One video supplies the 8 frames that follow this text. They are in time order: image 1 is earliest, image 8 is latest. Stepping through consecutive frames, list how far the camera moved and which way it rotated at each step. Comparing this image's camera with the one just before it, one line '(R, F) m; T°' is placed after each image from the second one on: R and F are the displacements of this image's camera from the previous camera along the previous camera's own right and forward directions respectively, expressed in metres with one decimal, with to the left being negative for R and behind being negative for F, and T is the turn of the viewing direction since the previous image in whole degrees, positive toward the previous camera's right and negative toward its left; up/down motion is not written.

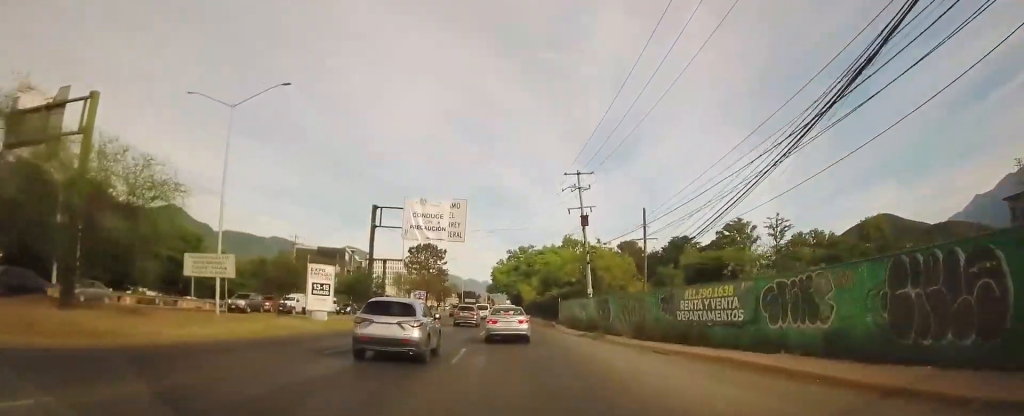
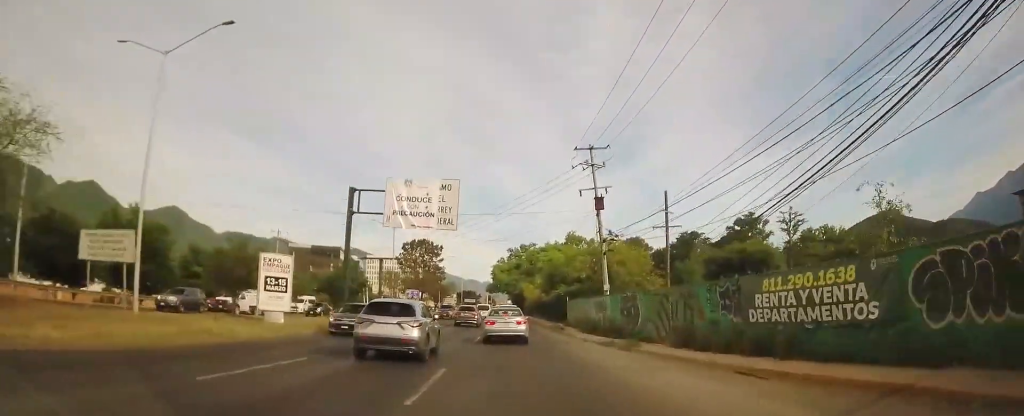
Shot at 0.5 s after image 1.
(+0.1, +6.1) m; 0°
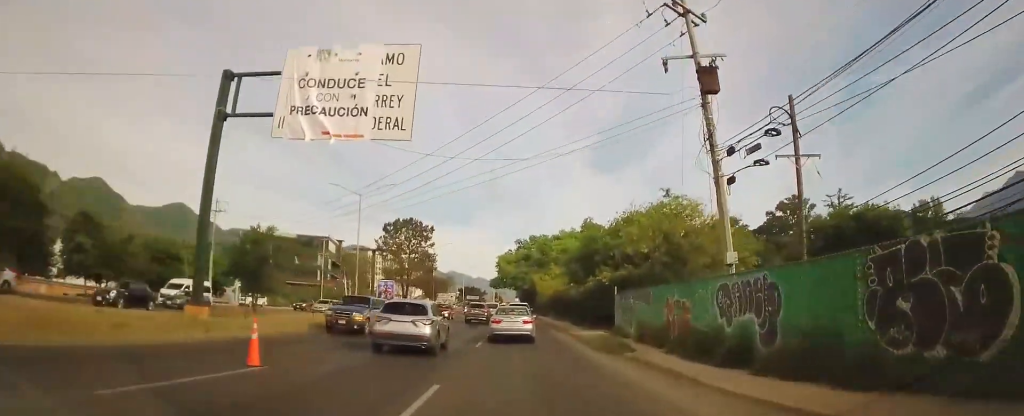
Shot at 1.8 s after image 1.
(0.0, +17.4) m; 0°
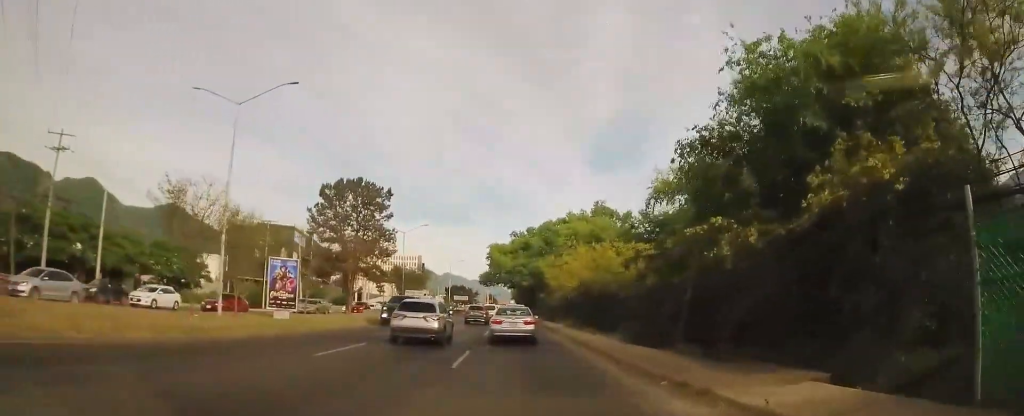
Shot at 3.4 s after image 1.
(+0.3, +21.6) m; +1°
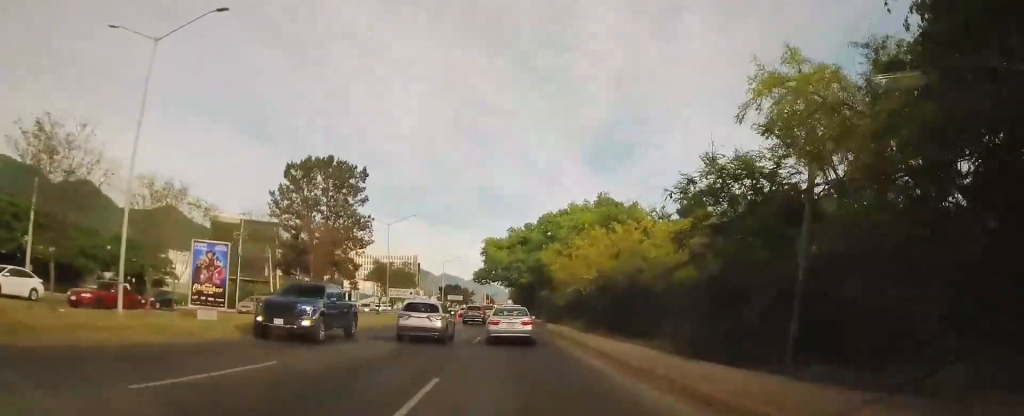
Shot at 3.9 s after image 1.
(+0.1, +7.0) m; -2°
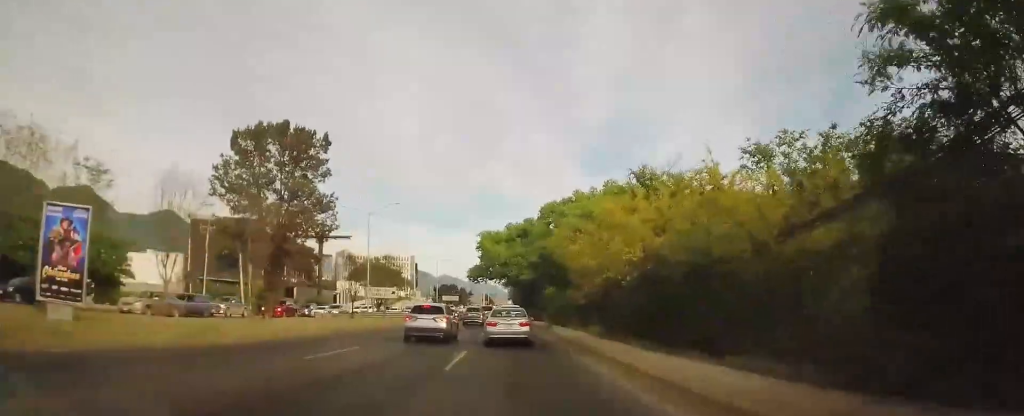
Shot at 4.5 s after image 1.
(-0.2, +7.9) m; -1°
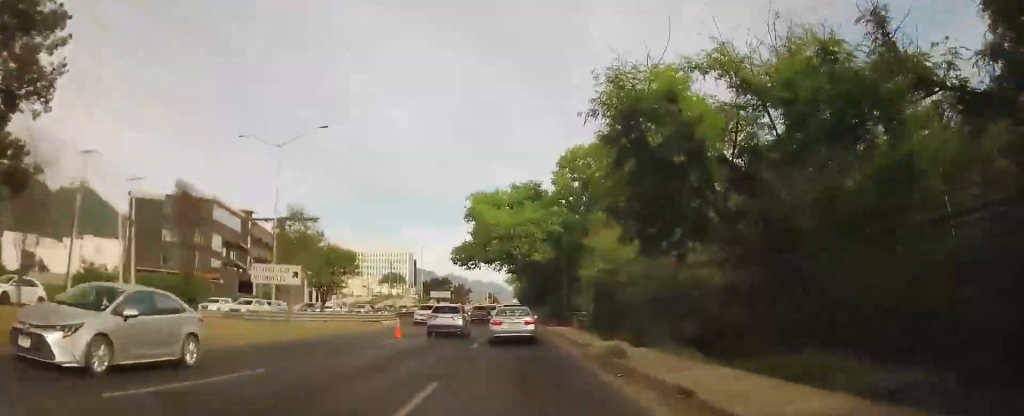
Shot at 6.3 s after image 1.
(+0.3, +22.0) m; +1°
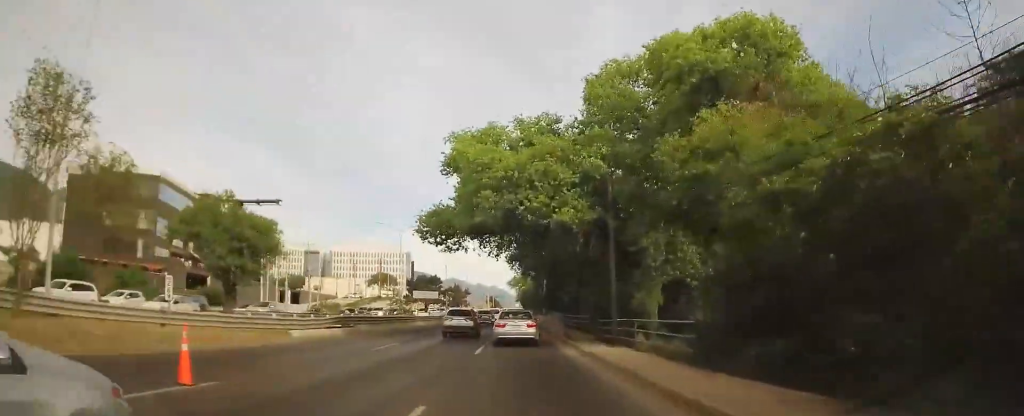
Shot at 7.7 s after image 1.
(-0.5, +17.0) m; -2°
